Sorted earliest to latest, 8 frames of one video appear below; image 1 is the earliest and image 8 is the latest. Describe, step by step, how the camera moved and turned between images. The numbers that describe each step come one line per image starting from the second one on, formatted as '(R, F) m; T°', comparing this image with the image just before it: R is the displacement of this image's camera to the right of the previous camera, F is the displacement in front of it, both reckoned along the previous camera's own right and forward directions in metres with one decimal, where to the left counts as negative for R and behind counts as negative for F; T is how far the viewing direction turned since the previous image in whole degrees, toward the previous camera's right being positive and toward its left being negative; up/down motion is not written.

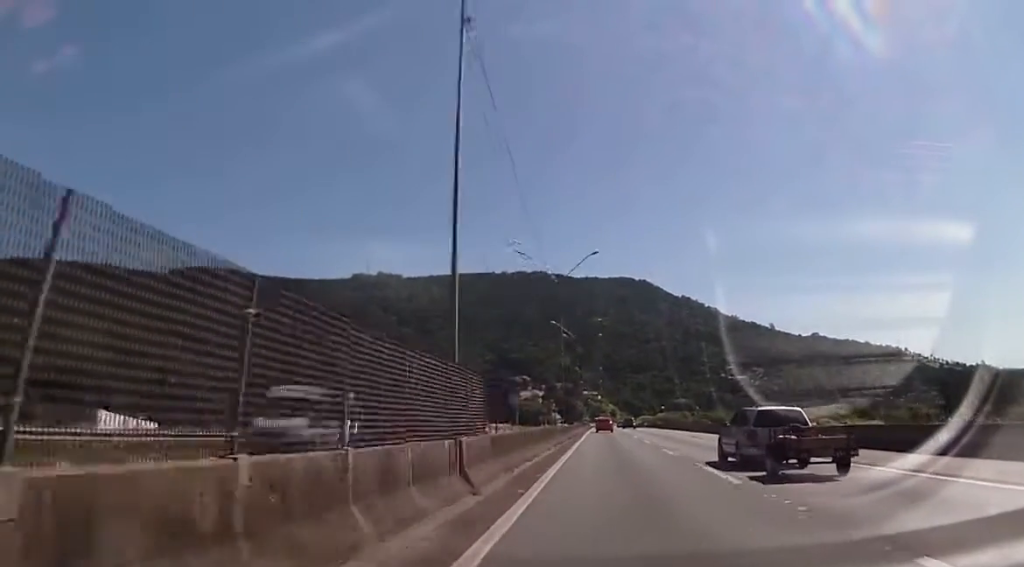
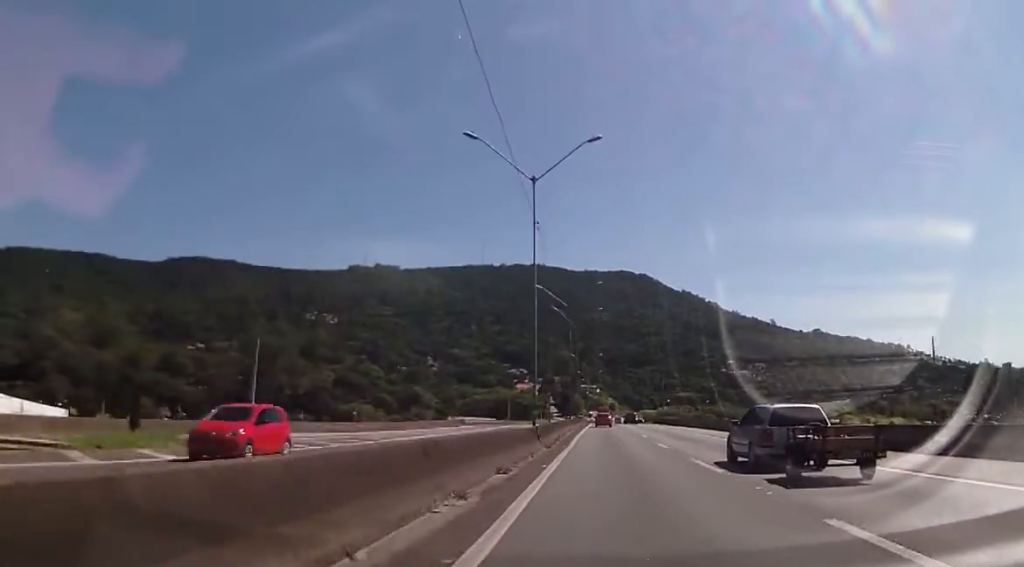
(-0.1, +21.0) m; -1°
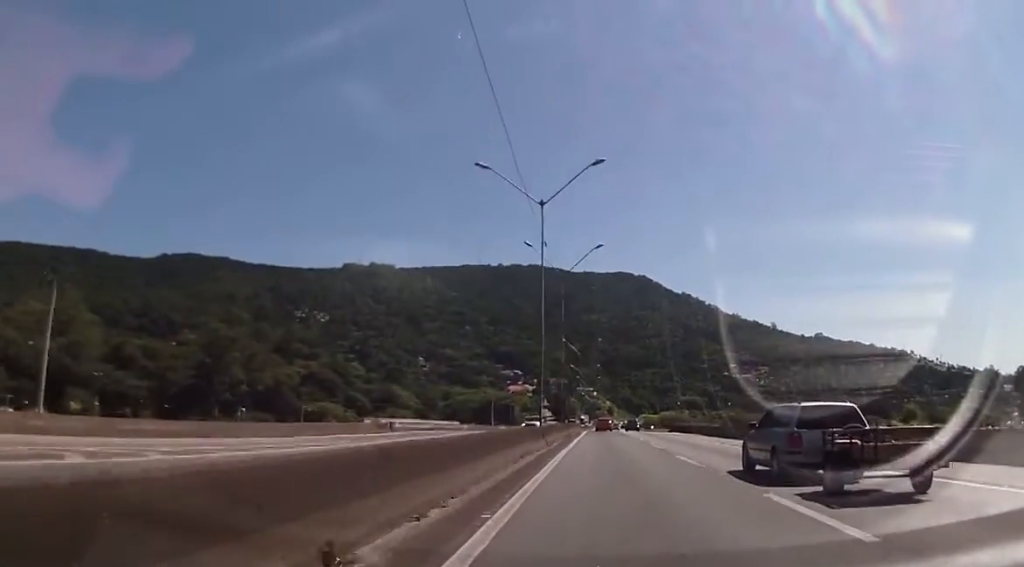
(-0.2, +33.1) m; 0°
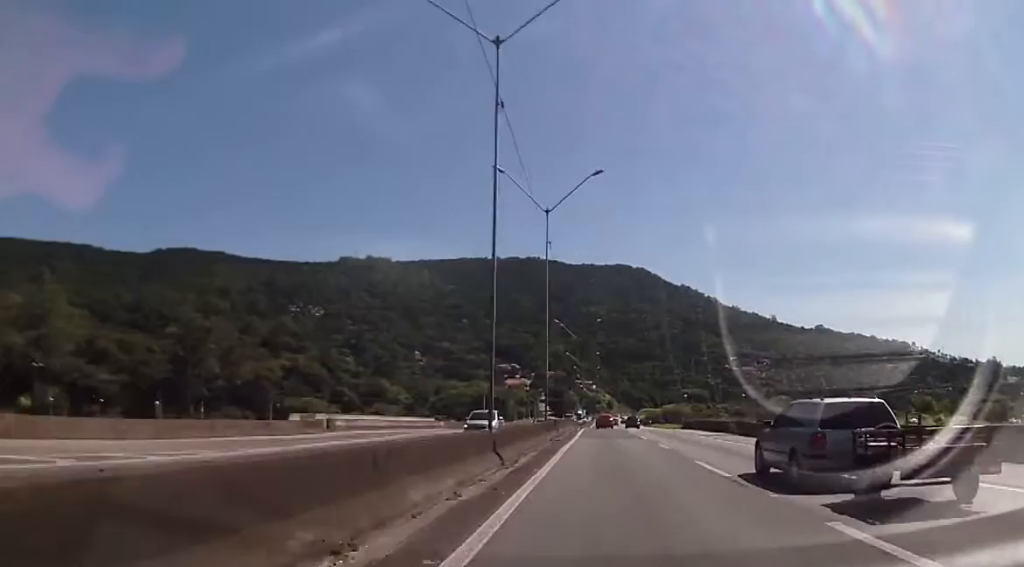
(+0.1, +15.3) m; 0°
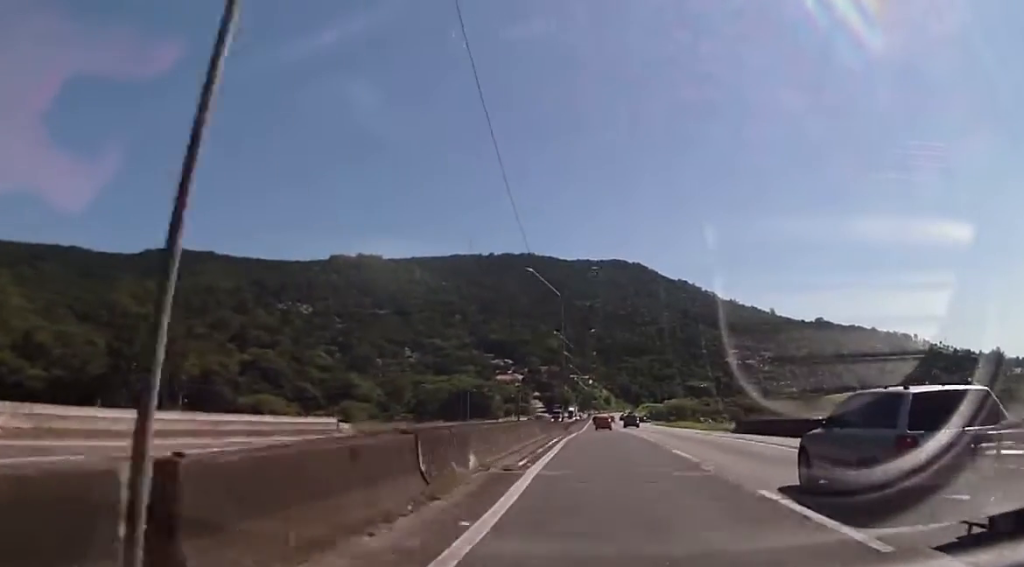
(+0.2, +32.0) m; 0°
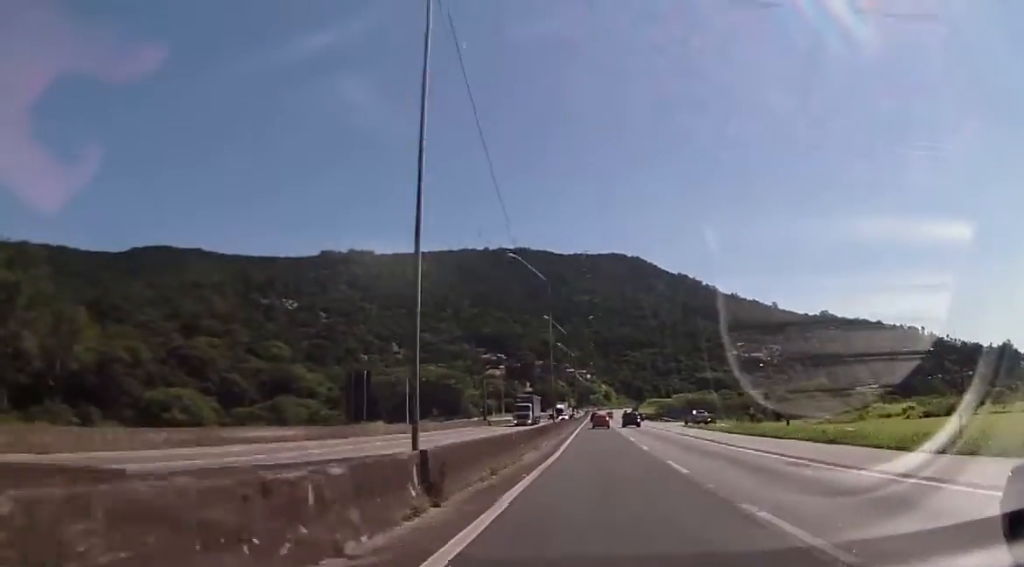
(0.0, +48.2) m; 0°
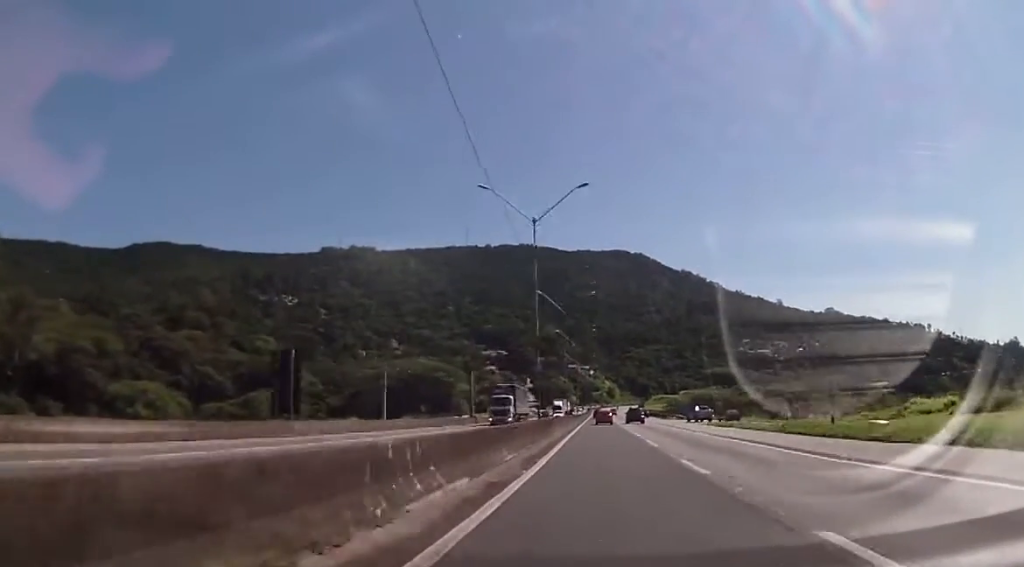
(-0.1, +15.5) m; +1°
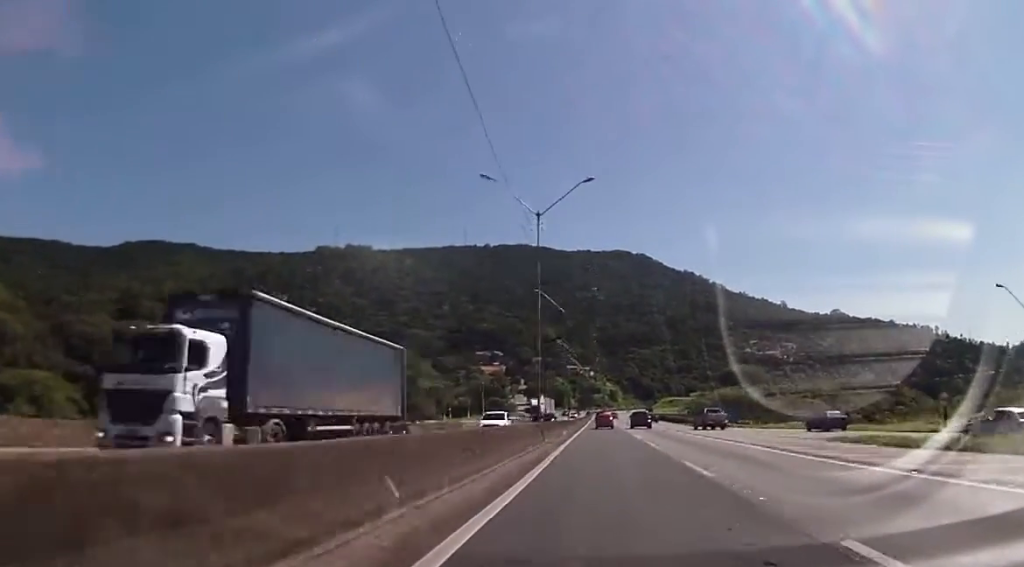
(+0.3, +36.4) m; 0°
